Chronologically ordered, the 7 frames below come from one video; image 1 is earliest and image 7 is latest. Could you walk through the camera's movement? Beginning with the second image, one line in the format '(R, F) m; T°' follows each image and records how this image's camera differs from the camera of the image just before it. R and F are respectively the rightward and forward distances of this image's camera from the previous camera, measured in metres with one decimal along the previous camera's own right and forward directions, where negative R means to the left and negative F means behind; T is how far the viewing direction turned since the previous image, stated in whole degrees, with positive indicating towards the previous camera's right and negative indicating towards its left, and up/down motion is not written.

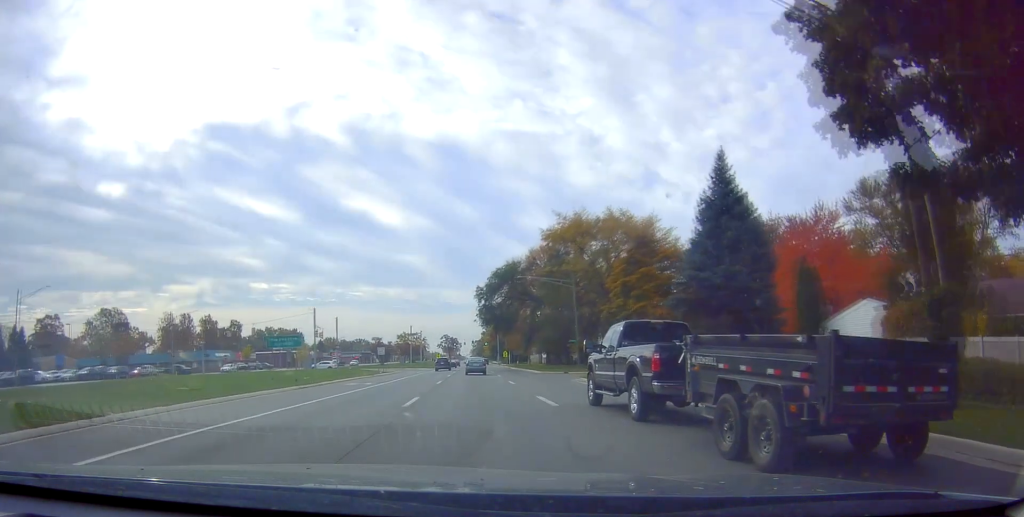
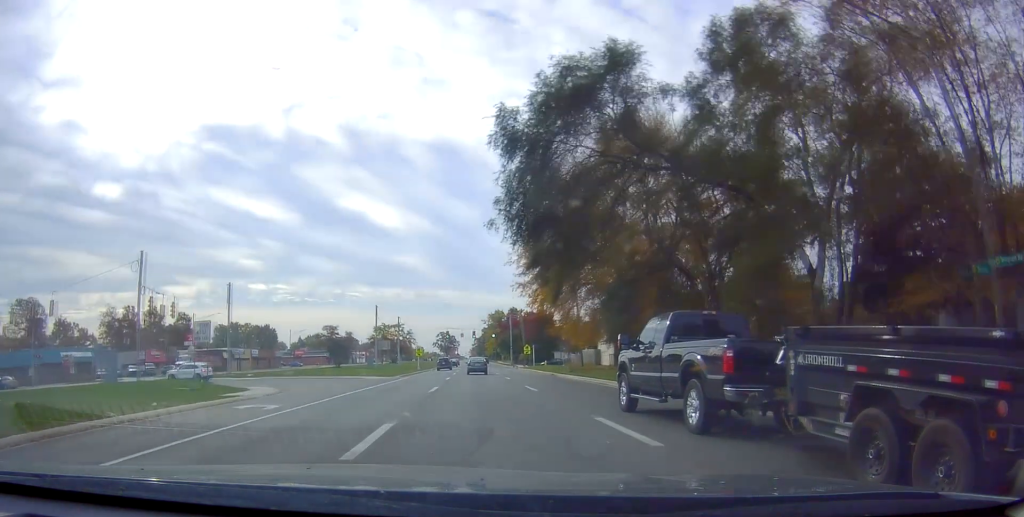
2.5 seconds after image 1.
(+1.3, +52.4) m; +1°
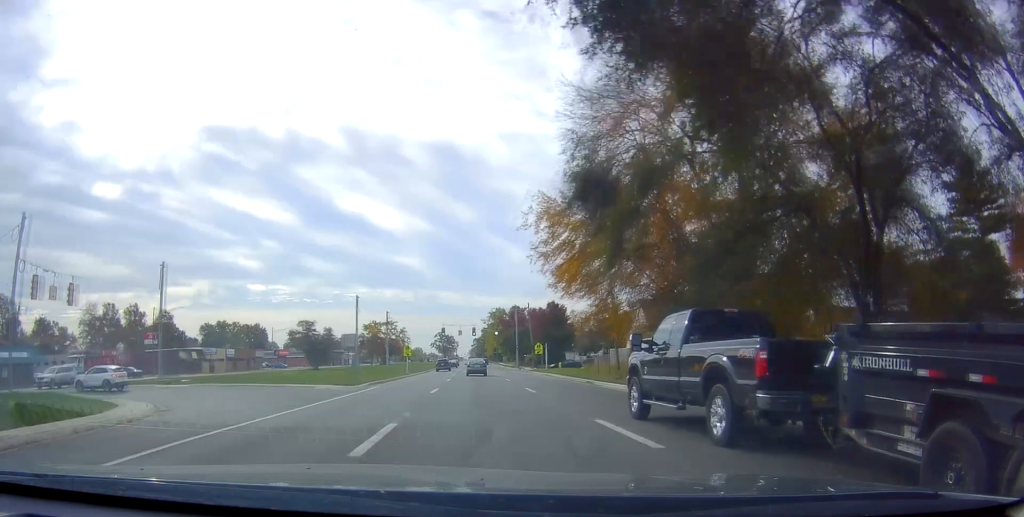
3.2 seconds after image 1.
(-0.4, +15.0) m; 0°
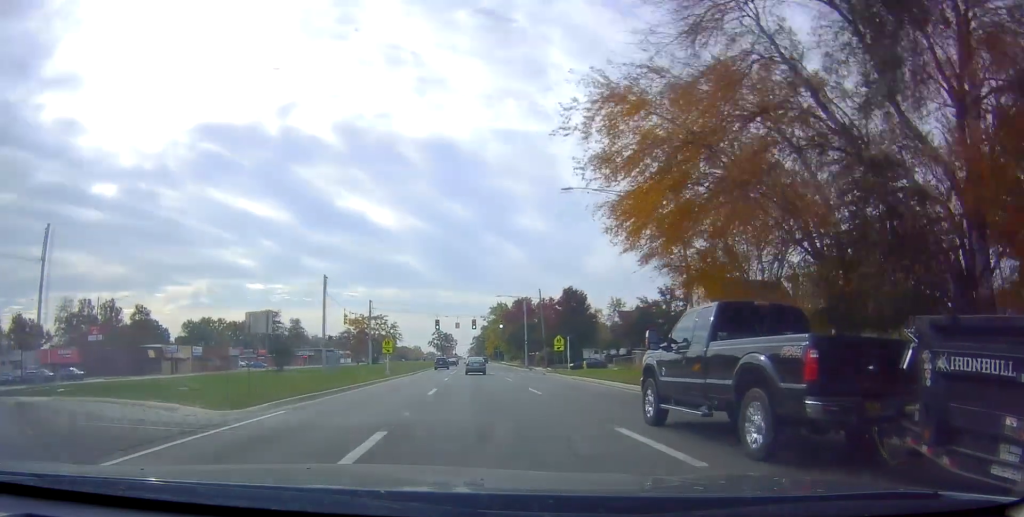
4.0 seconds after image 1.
(+0.5, +16.8) m; +2°
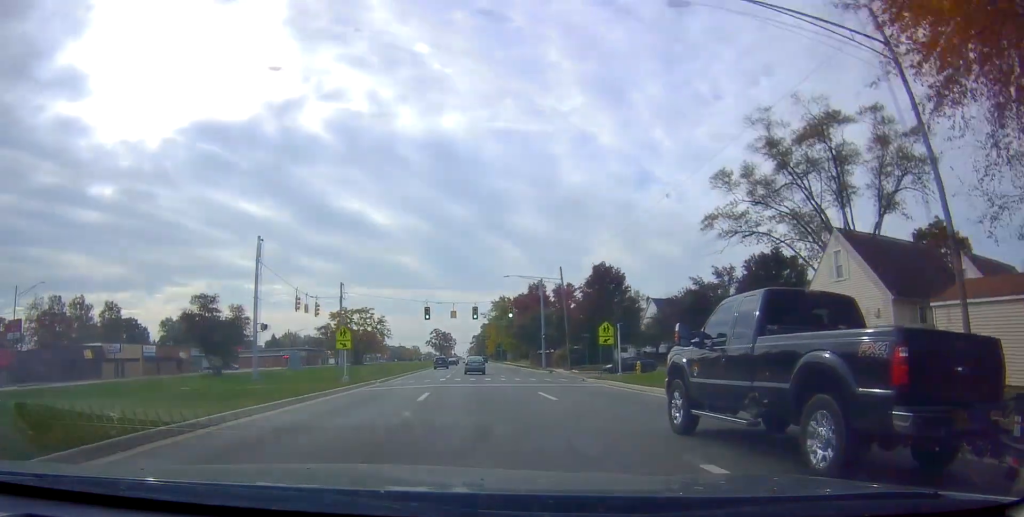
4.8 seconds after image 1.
(+0.1, +19.2) m; -1°
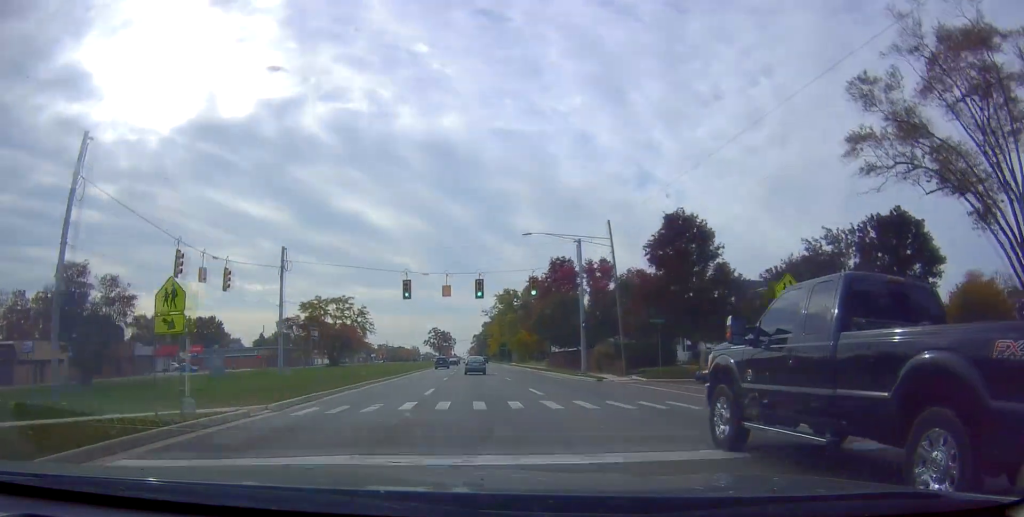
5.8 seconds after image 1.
(-0.3, +21.3) m; 0°
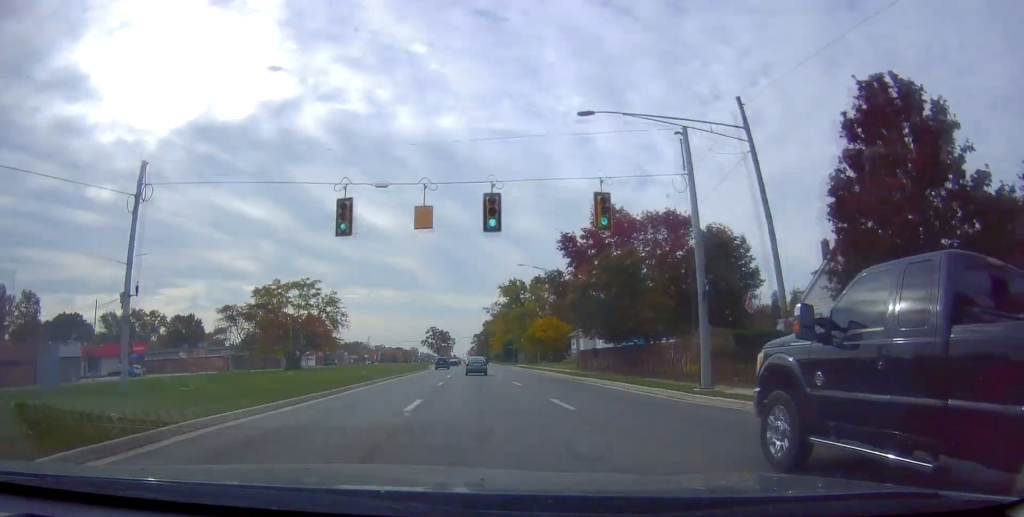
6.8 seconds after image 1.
(+0.2, +21.2) m; +1°
